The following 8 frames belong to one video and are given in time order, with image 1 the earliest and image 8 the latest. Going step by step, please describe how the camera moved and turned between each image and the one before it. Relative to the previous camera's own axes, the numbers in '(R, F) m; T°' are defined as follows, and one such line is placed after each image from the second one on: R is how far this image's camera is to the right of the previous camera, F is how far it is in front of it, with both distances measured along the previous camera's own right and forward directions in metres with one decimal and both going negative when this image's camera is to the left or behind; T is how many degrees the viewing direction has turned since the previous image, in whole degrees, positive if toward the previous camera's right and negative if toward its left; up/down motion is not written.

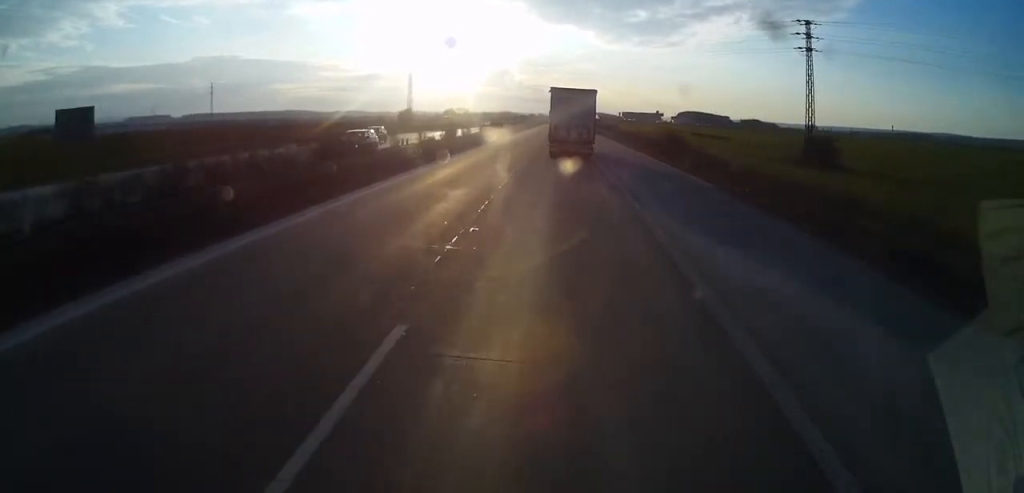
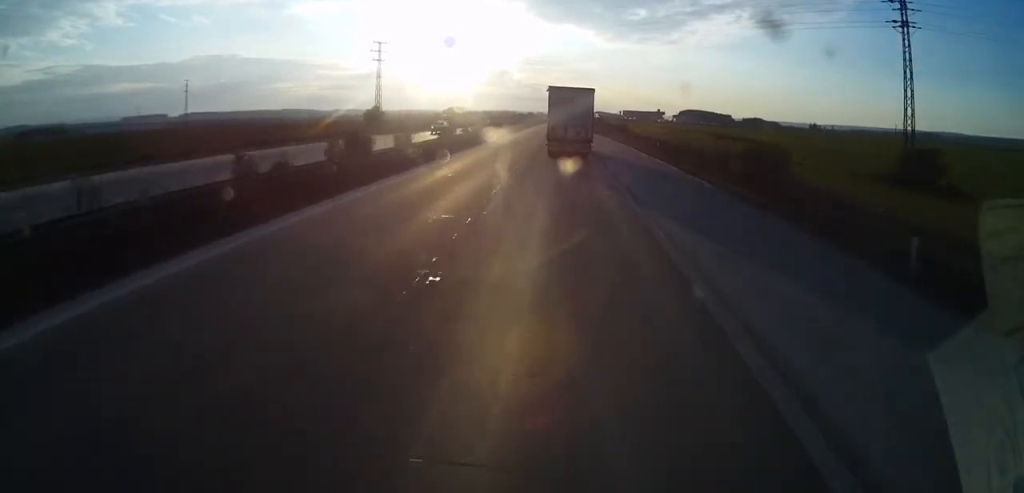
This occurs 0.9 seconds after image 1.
(0.0, +21.8) m; 0°
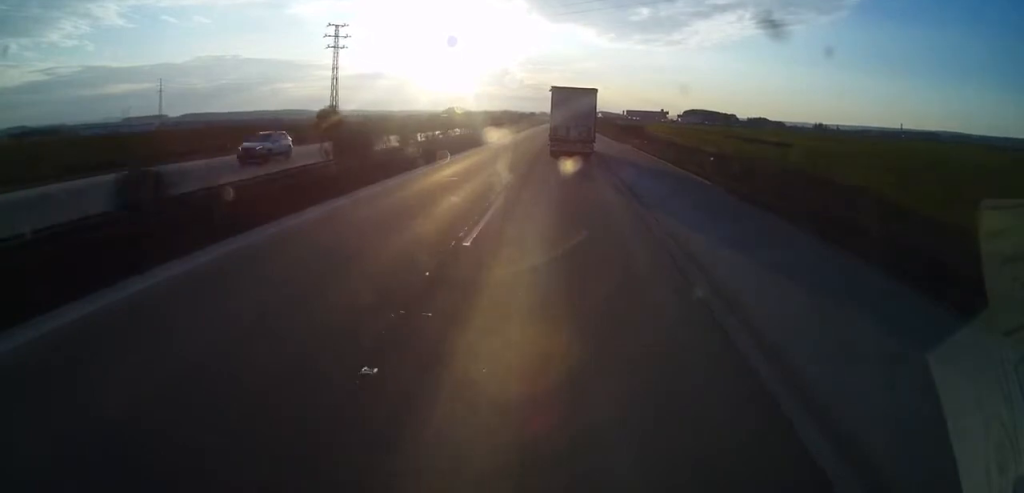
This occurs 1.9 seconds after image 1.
(0.0, +21.8) m; 0°
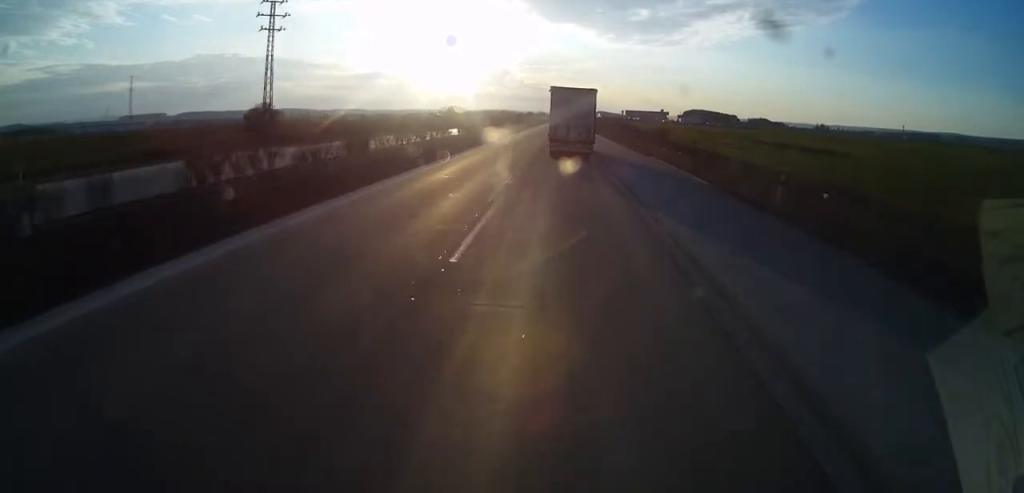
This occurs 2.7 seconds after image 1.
(0.0, +19.4) m; 0°
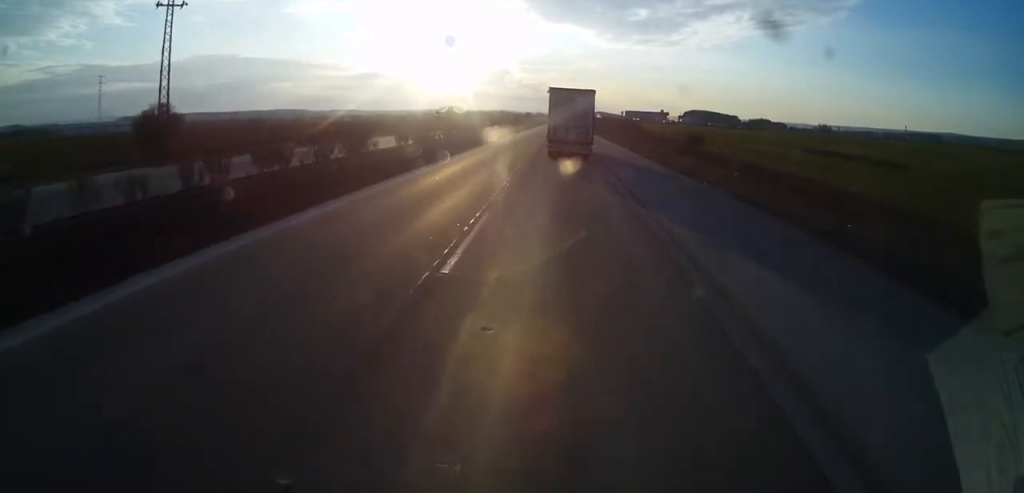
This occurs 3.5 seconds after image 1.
(0.0, +18.7) m; 0°
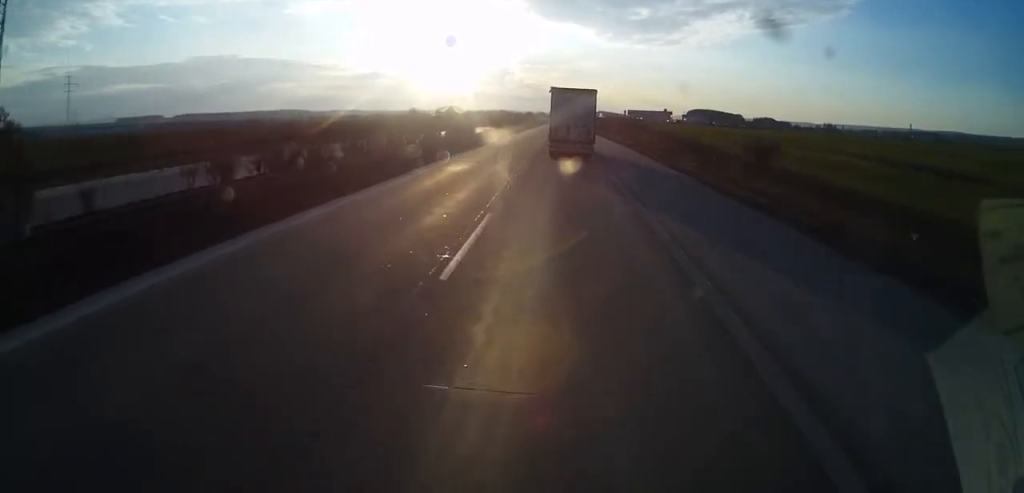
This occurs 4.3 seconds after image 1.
(0.0, +18.7) m; 0°
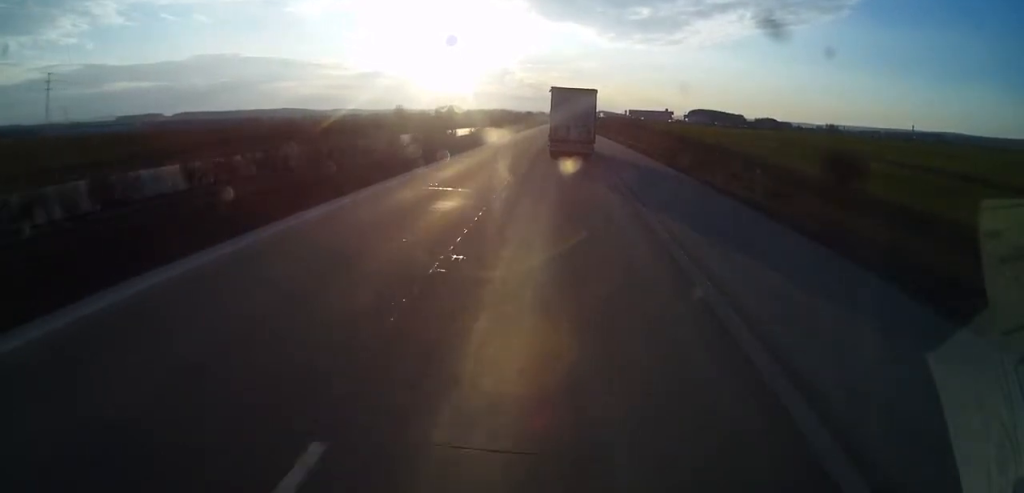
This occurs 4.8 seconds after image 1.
(0.0, +10.9) m; 0°
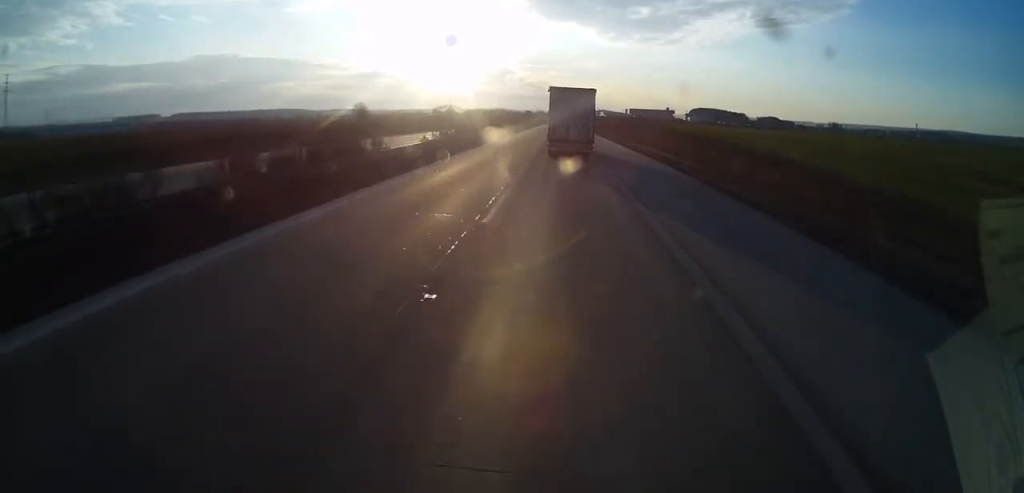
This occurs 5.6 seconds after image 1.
(0.0, +20.3) m; +3°
